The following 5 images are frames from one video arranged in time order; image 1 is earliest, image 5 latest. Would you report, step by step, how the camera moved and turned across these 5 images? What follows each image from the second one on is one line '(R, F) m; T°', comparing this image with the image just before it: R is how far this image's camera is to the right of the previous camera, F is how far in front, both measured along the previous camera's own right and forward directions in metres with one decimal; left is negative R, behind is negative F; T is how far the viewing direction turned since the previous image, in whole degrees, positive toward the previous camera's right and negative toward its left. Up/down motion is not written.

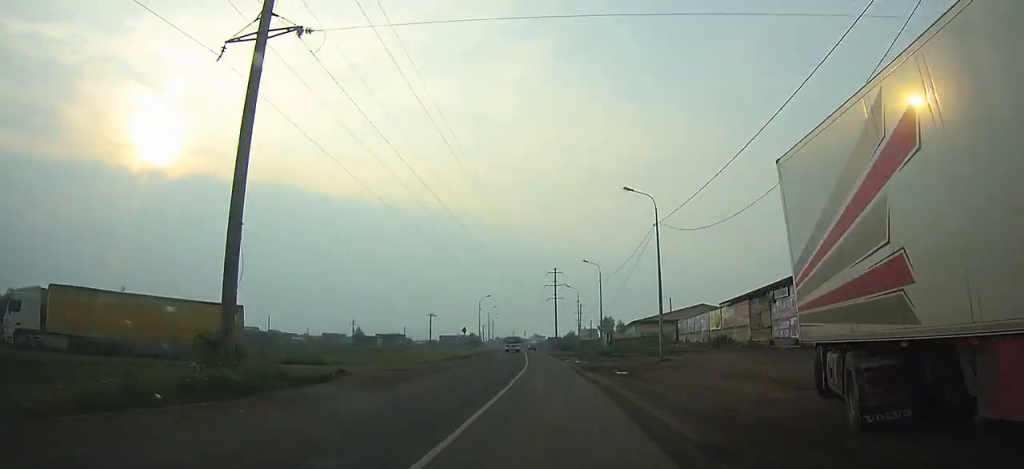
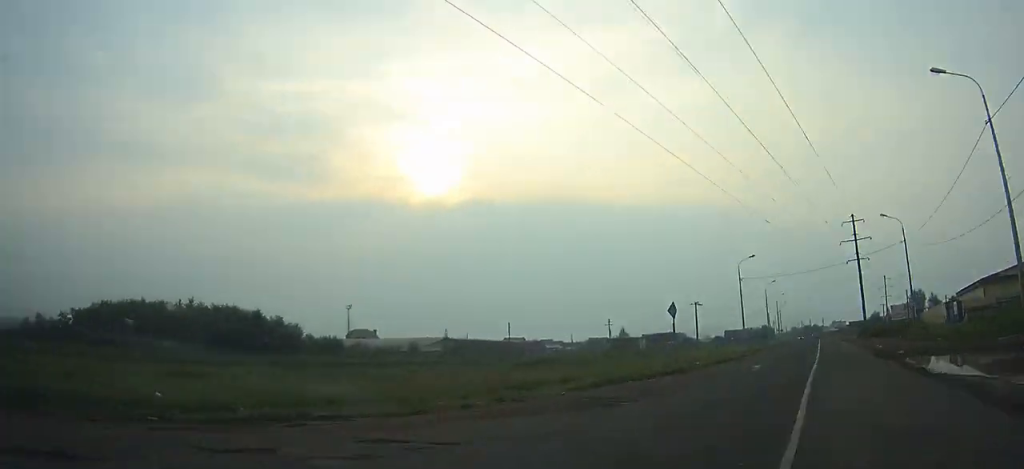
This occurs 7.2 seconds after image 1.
(-5.3, +38.4) m; -76°
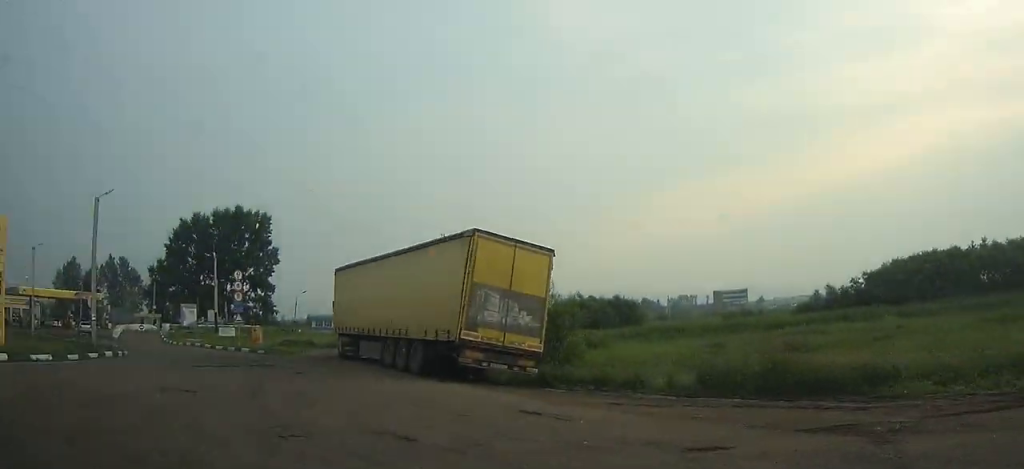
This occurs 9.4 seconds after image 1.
(-3.5, +4.1) m; -42°
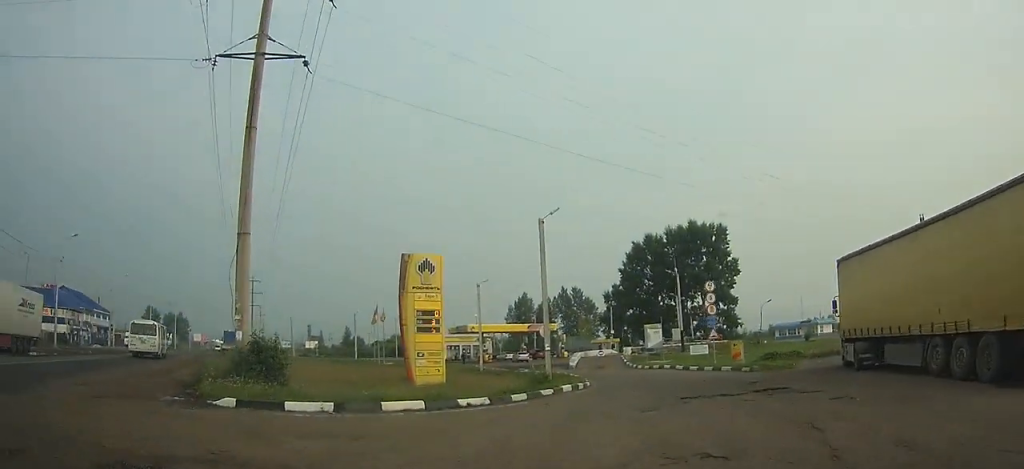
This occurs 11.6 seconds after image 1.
(-3.1, +7.3) m; -24°
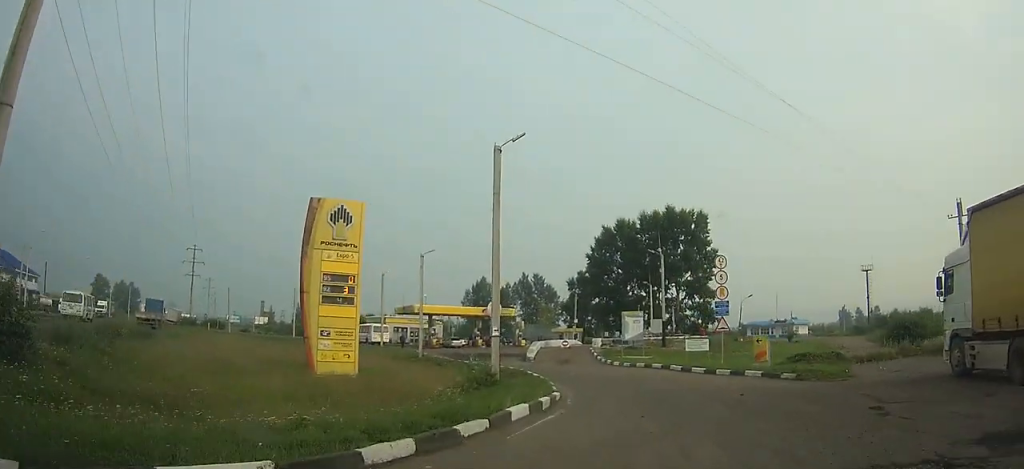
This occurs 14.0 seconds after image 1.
(-0.3, +9.5) m; -1°
